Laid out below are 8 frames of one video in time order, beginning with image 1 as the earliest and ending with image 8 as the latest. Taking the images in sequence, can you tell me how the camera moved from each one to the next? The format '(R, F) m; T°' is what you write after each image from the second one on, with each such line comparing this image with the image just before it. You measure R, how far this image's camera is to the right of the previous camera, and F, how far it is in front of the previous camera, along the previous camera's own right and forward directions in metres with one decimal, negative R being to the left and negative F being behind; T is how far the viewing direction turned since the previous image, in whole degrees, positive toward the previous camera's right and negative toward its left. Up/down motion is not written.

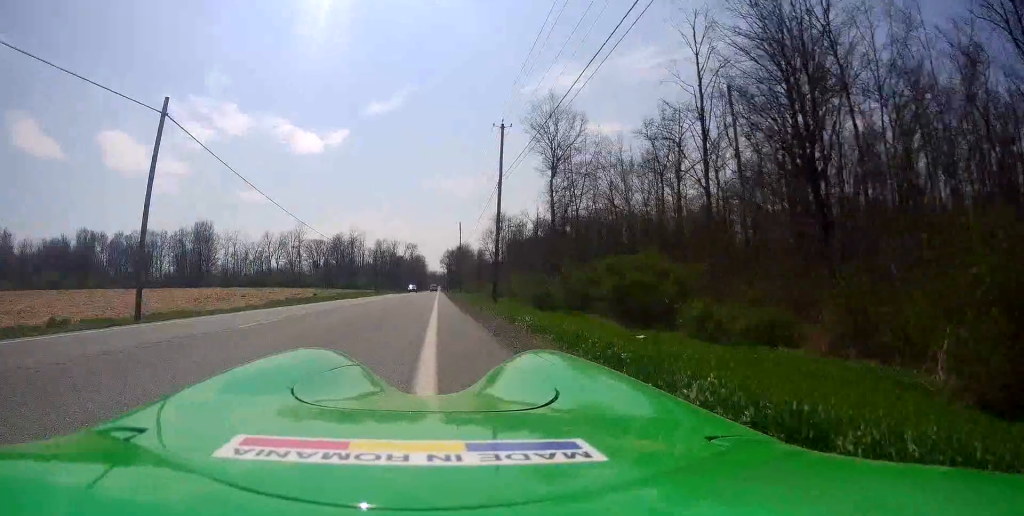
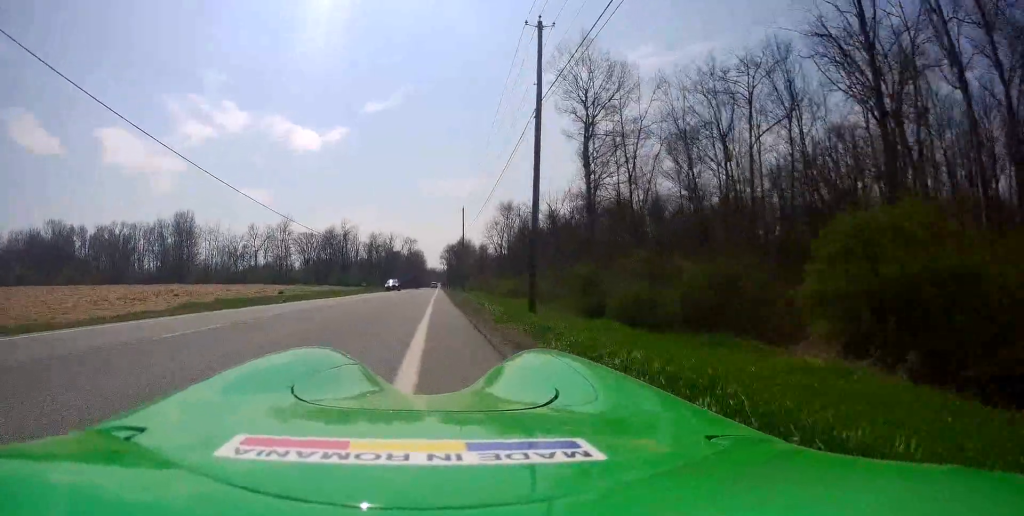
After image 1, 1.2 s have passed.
(-0.9, +15.0) m; -2°
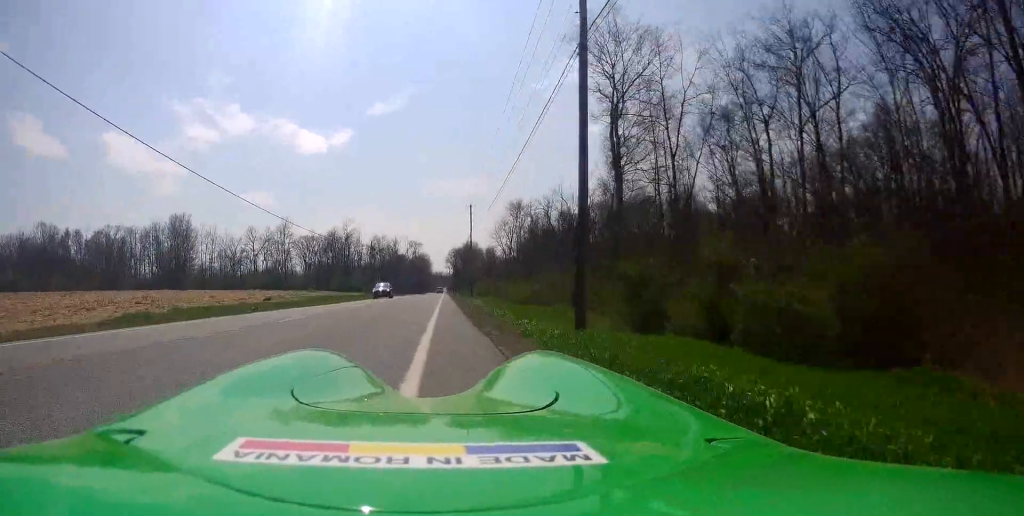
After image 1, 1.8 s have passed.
(0.0, +6.7) m; +2°
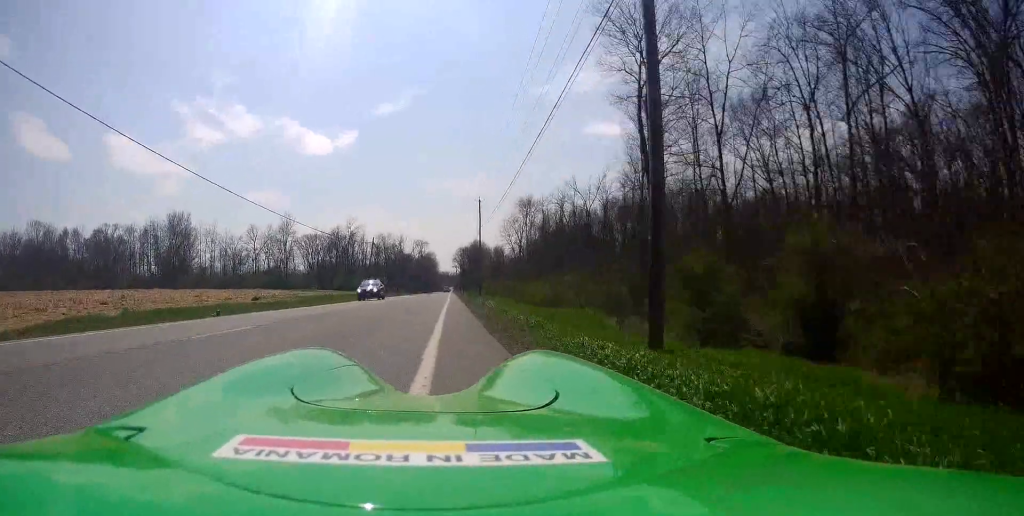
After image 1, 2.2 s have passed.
(+0.1, +5.2) m; +1°
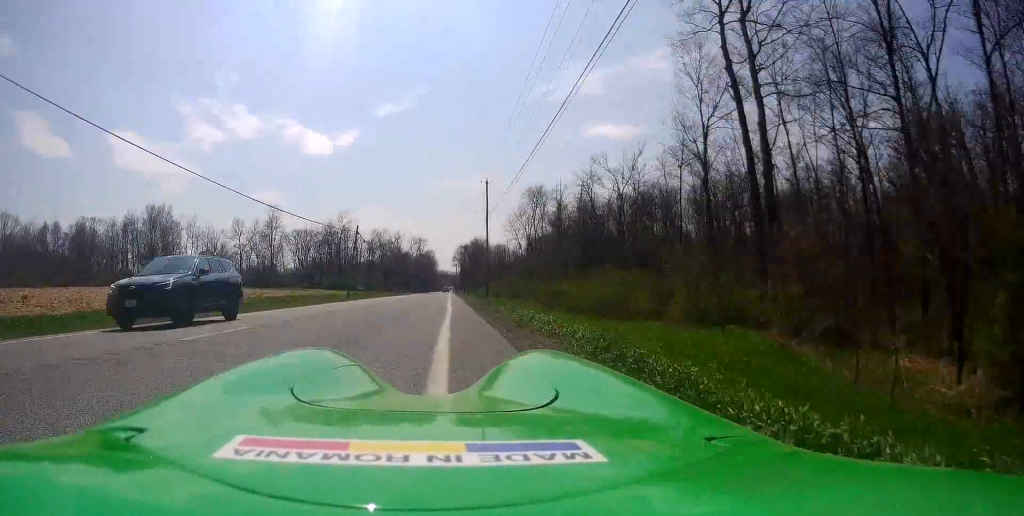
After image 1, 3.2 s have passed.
(+0.3, +12.4) m; -1°
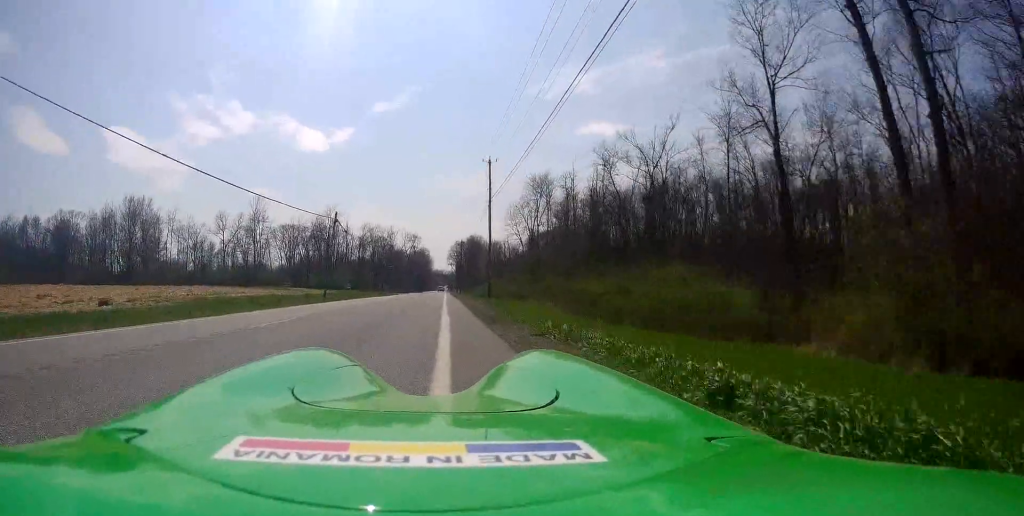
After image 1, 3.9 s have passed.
(-0.3, +8.9) m; -2°
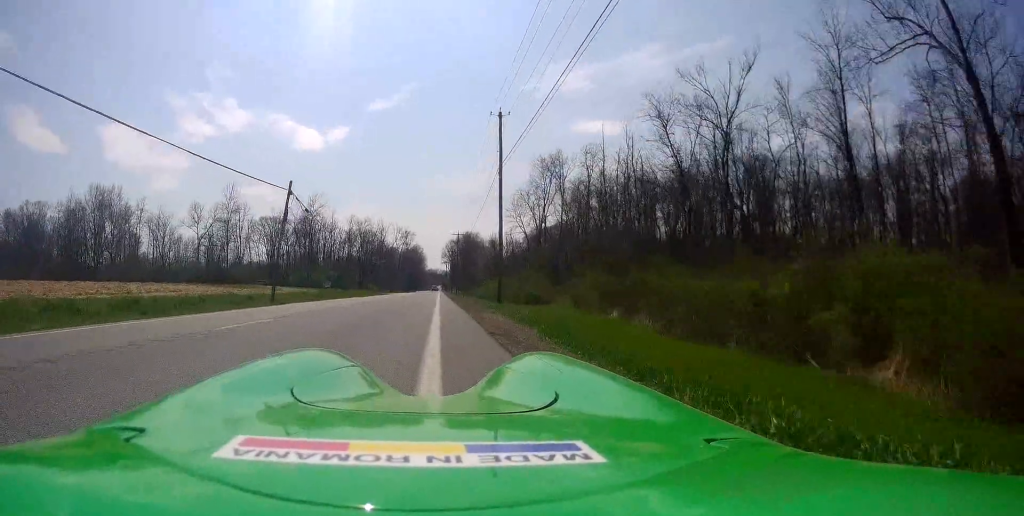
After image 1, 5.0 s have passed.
(0.0, +13.7) m; 0°
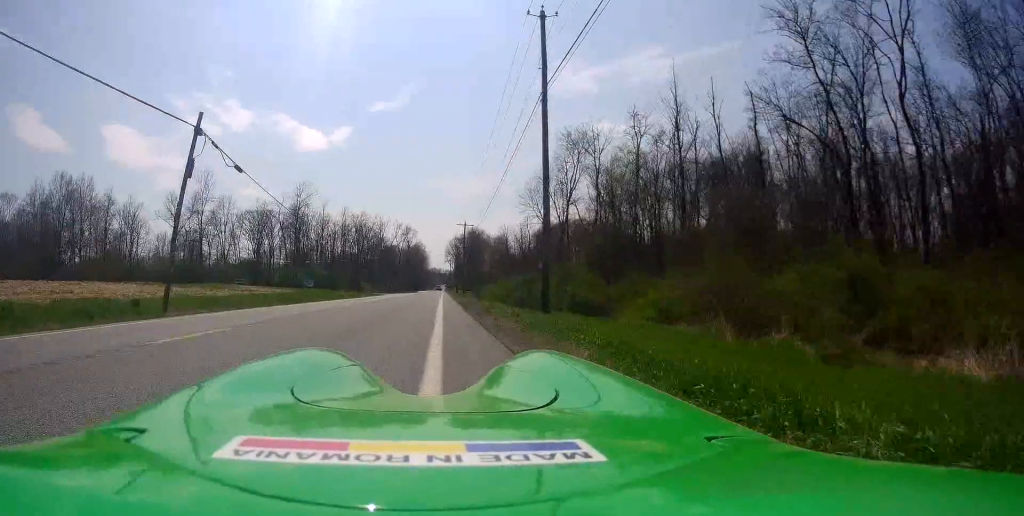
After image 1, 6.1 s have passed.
(+0.1, +14.9) m; +1°
